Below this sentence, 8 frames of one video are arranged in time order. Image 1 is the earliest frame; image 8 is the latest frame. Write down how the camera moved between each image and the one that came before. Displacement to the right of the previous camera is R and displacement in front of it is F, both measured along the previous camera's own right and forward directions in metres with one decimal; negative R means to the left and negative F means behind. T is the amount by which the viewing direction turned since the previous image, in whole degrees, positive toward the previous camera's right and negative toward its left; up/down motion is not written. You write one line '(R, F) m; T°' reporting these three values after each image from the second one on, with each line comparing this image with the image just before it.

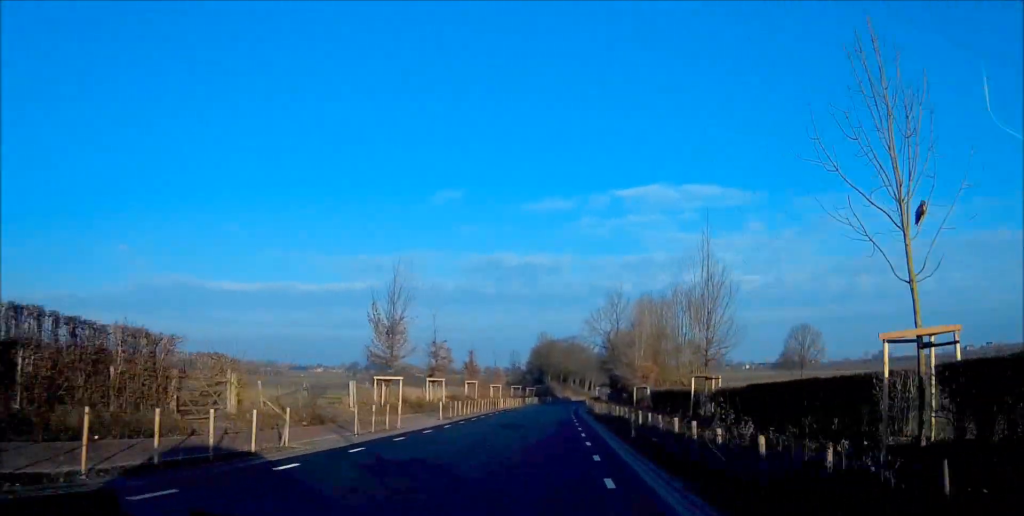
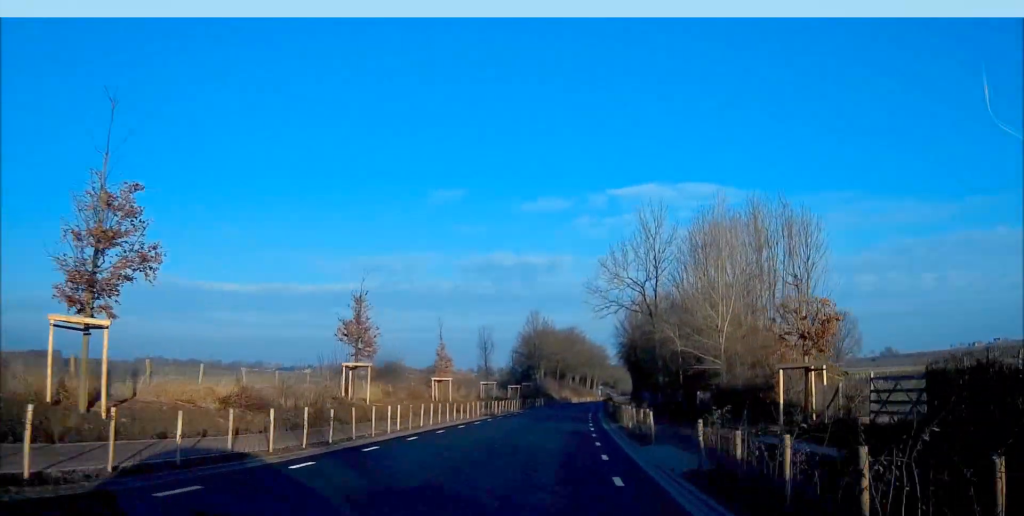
(+0.1, +40.1) m; +1°
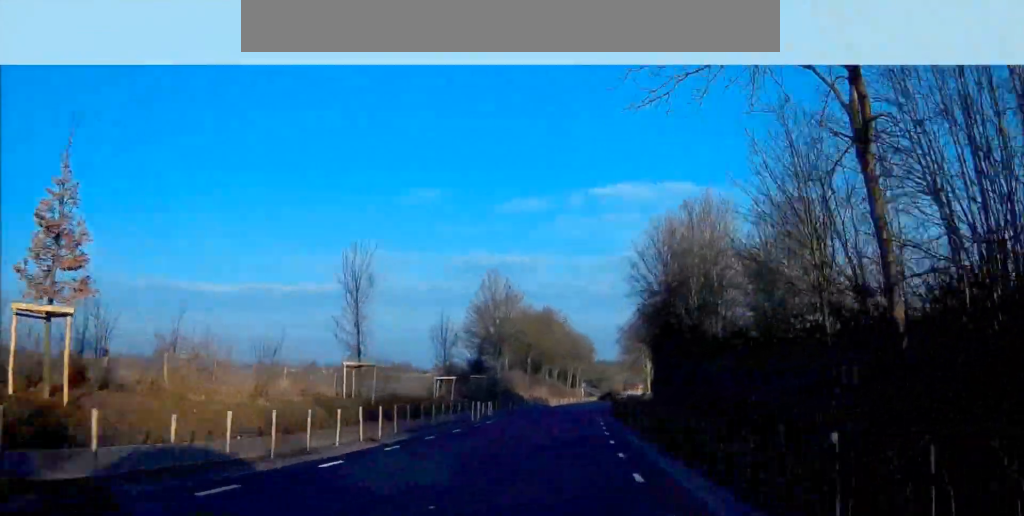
(+0.5, +39.8) m; +2°
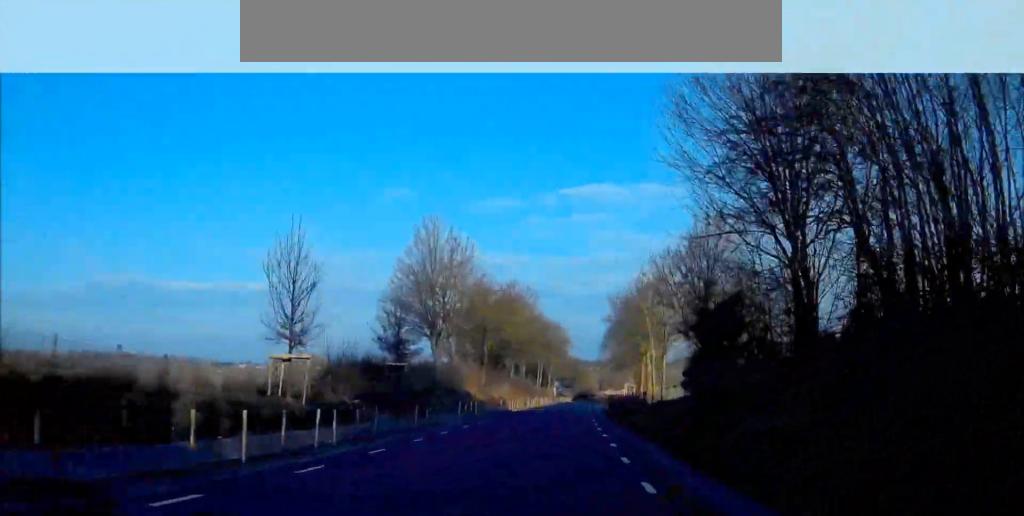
(+0.3, +25.0) m; +2°
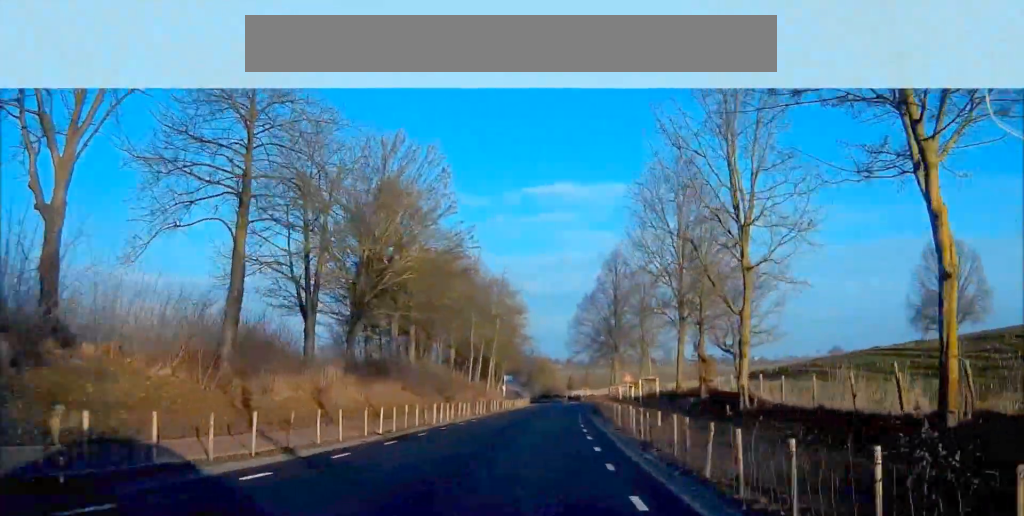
(+1.7, +53.0) m; +3°
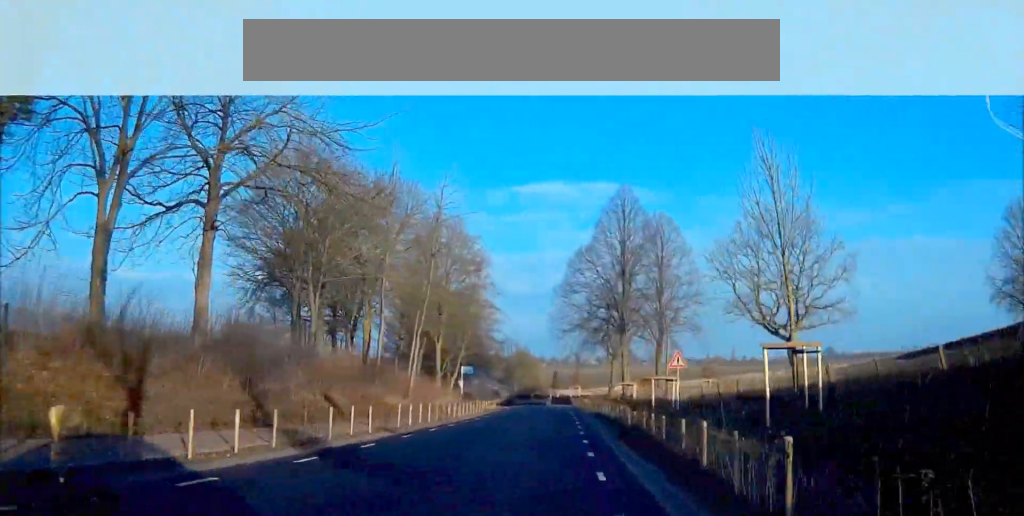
(+0.4, +33.0) m; 0°
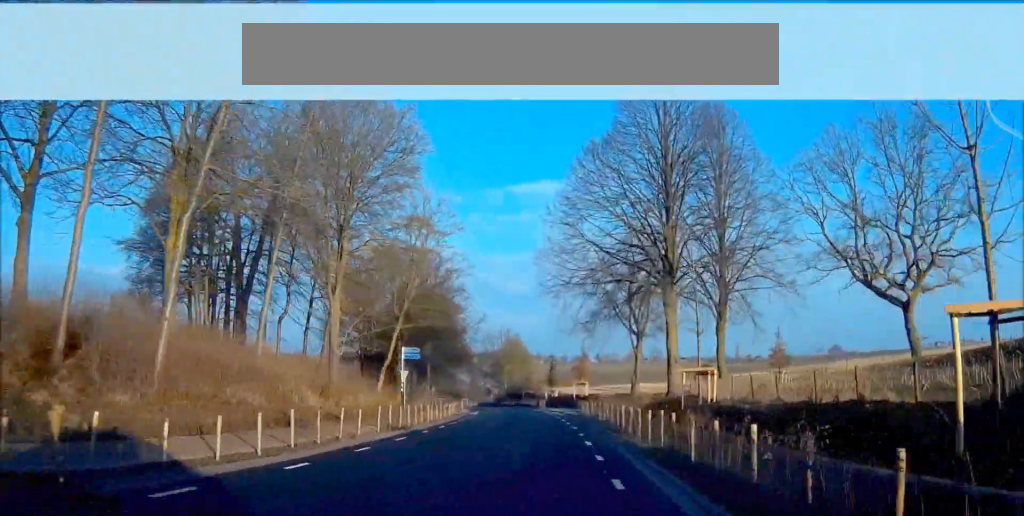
(0.0, +28.9) m; -2°
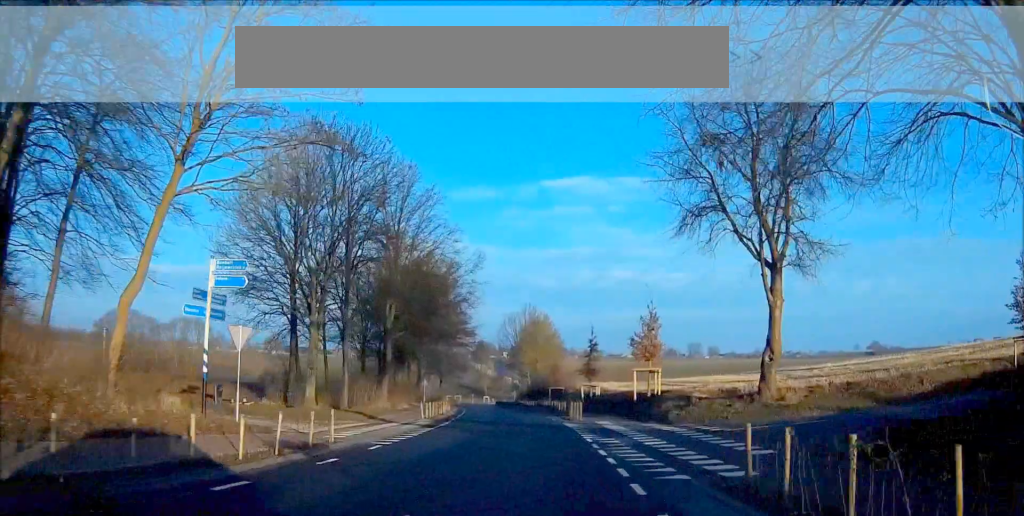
(-1.0, +31.1) m; -2°
